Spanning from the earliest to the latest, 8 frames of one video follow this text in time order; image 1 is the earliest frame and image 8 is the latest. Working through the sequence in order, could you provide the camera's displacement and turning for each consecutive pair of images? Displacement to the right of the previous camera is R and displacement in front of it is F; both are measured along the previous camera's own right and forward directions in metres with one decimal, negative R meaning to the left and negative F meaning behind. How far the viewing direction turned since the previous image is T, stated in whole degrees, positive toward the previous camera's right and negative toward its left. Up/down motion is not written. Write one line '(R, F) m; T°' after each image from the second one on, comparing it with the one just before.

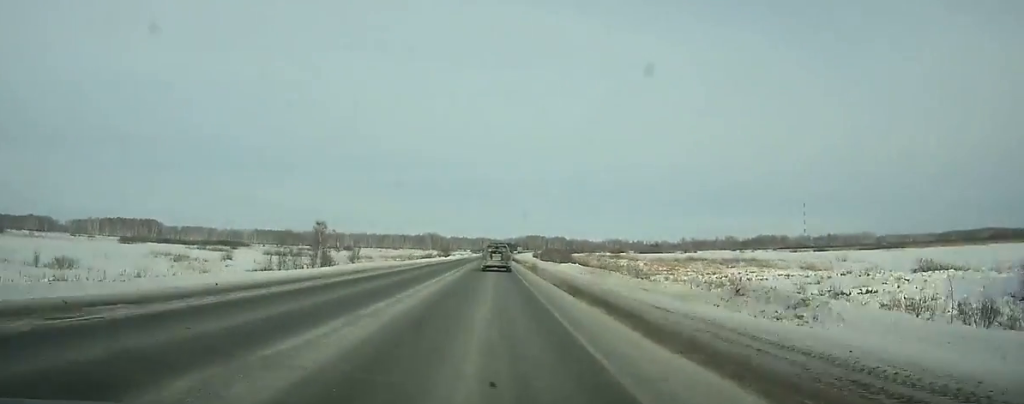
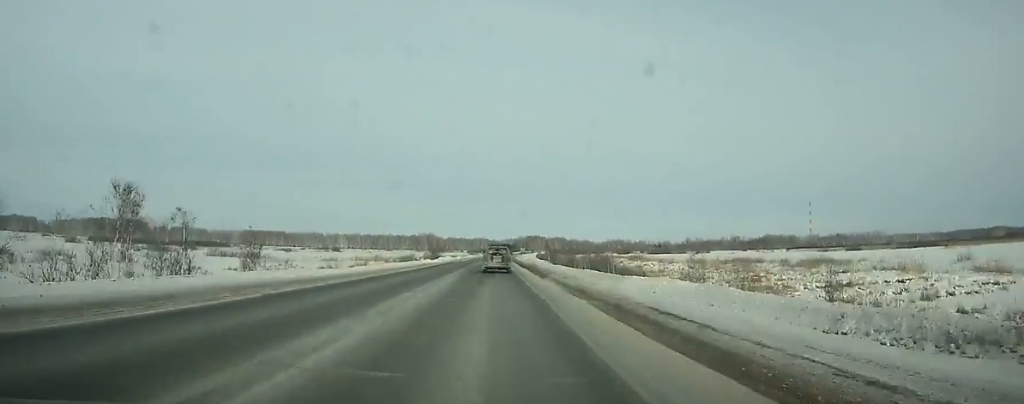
(+0.1, +35.0) m; 0°
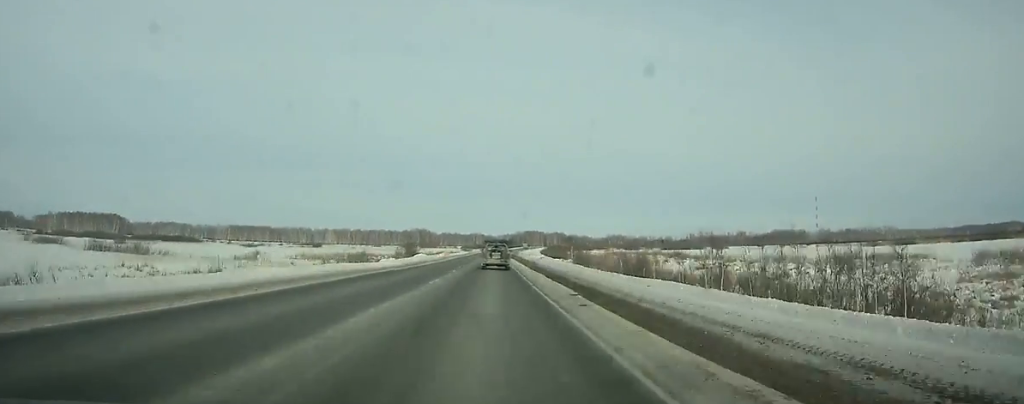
(0.0, +45.1) m; 0°
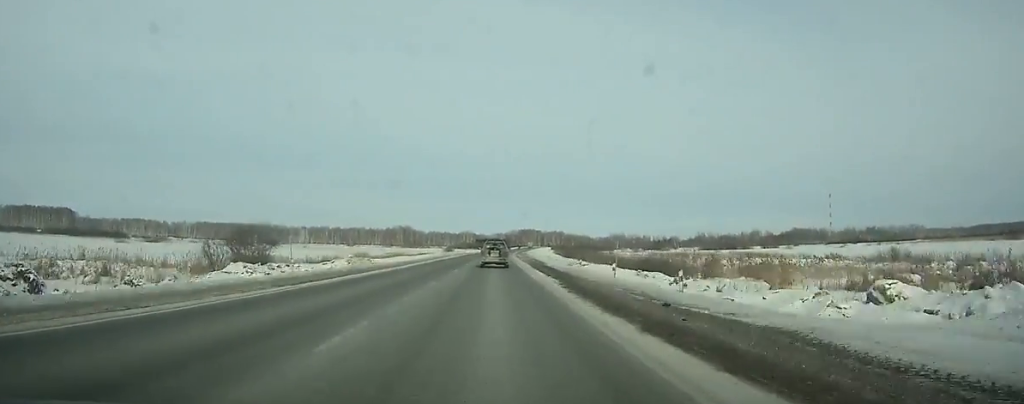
(+0.5, +85.8) m; +1°
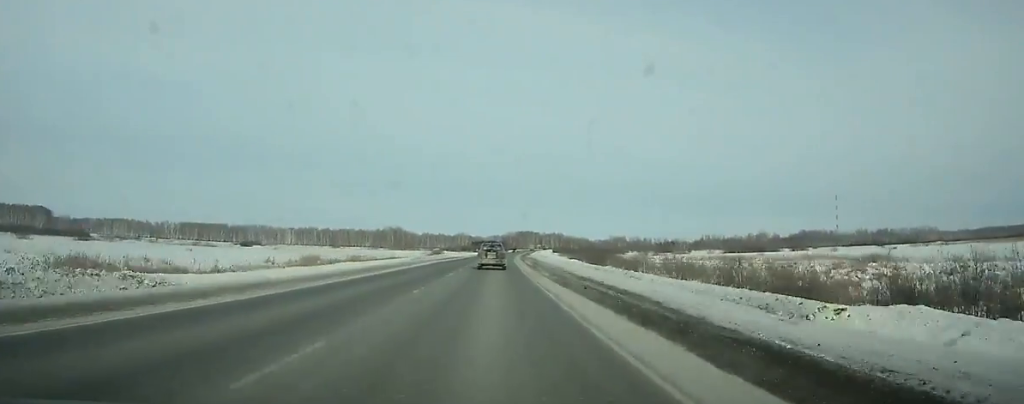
(+0.1, +38.1) m; +1°
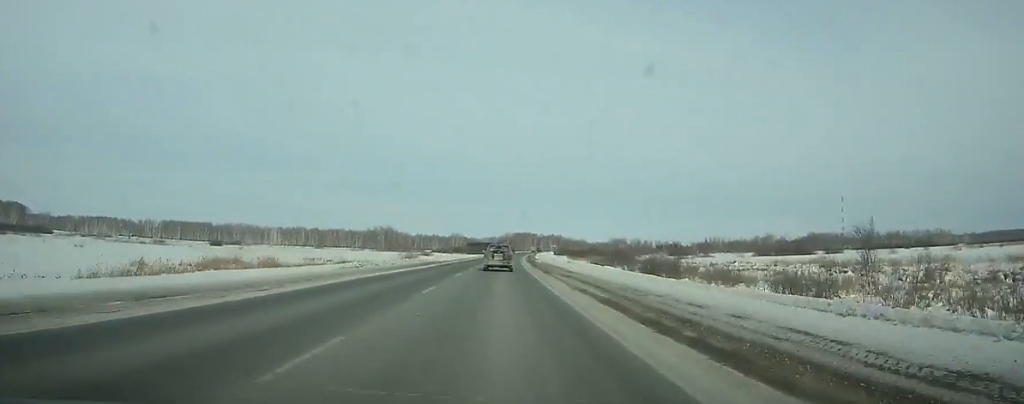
(+0.1, +35.5) m; +1°
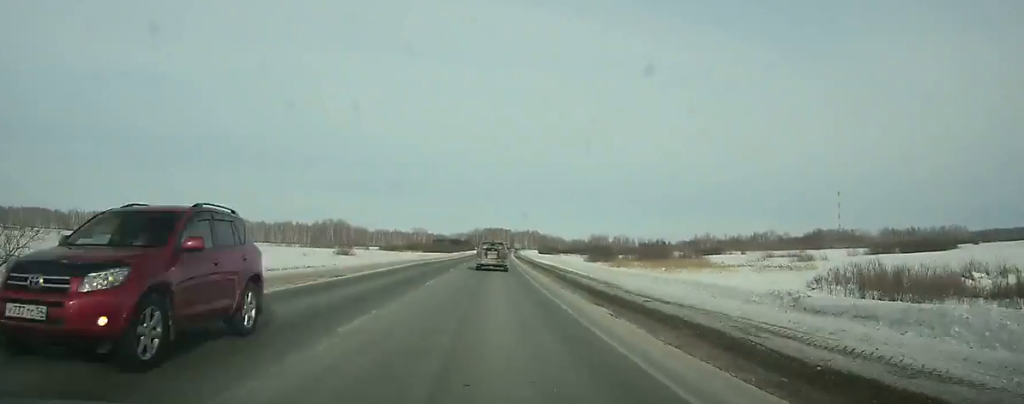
(+1.8, +91.7) m; +2°
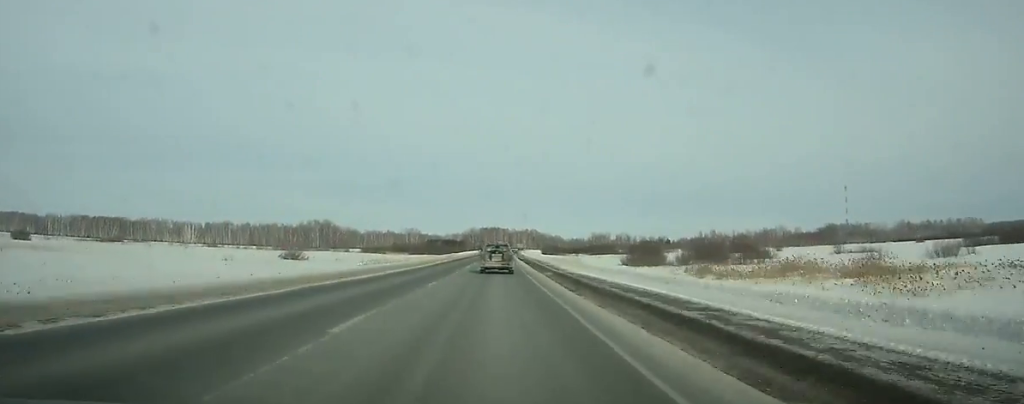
(+0.2, +35.7) m; +1°
